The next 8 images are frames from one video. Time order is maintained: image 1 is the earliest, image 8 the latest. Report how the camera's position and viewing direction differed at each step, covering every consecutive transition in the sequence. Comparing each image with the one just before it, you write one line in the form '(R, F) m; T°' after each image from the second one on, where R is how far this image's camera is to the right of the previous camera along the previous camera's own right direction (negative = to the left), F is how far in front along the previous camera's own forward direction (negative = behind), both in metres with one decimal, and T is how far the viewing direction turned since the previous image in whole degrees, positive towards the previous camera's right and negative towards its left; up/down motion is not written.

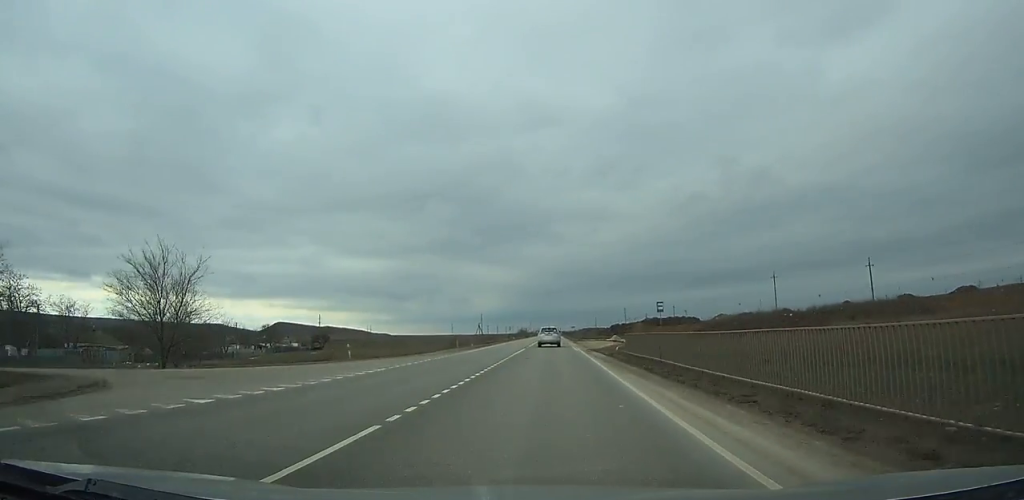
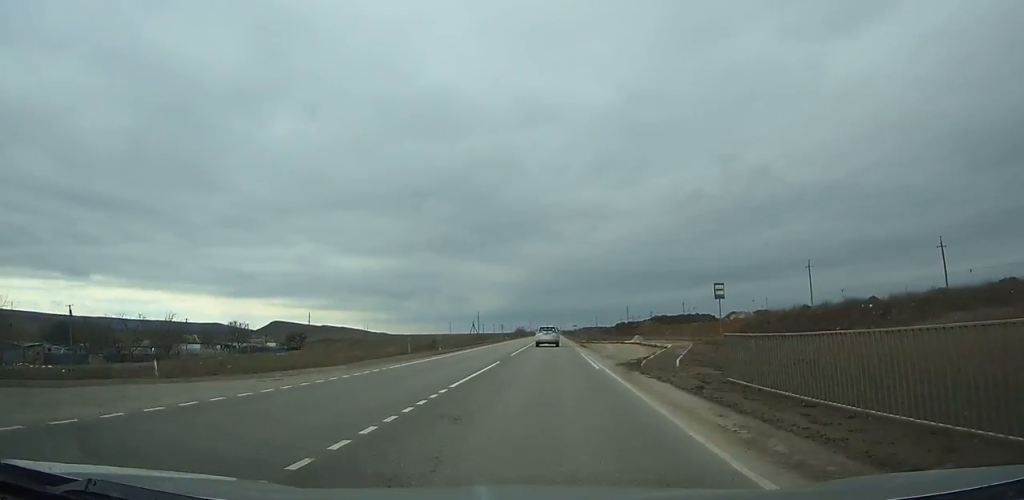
(0.0, +18.3) m; 0°
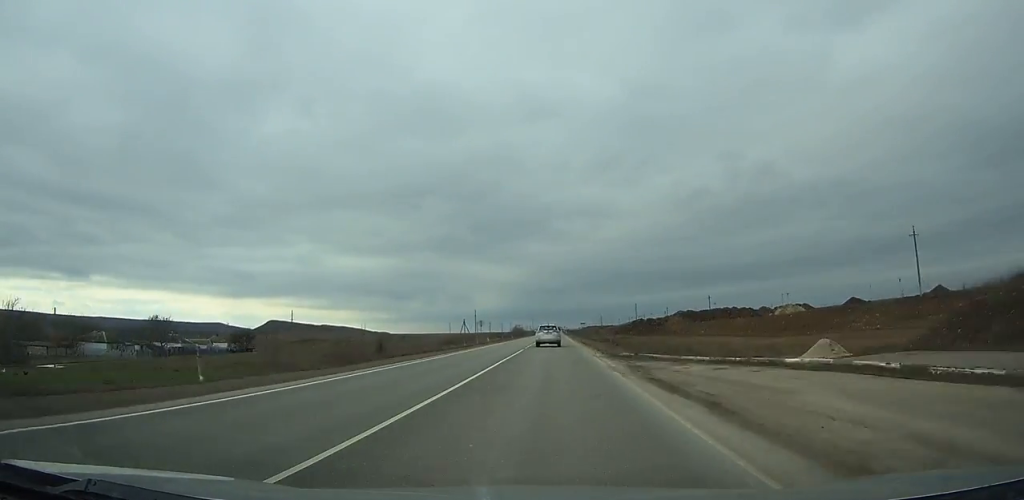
(0.0, +33.5) m; 0°
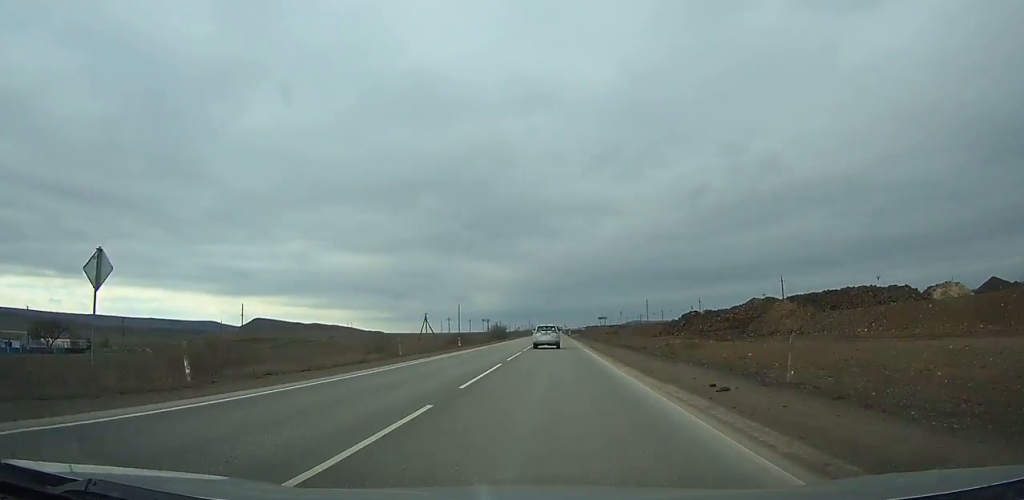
(-0.1, +62.9) m; 0°
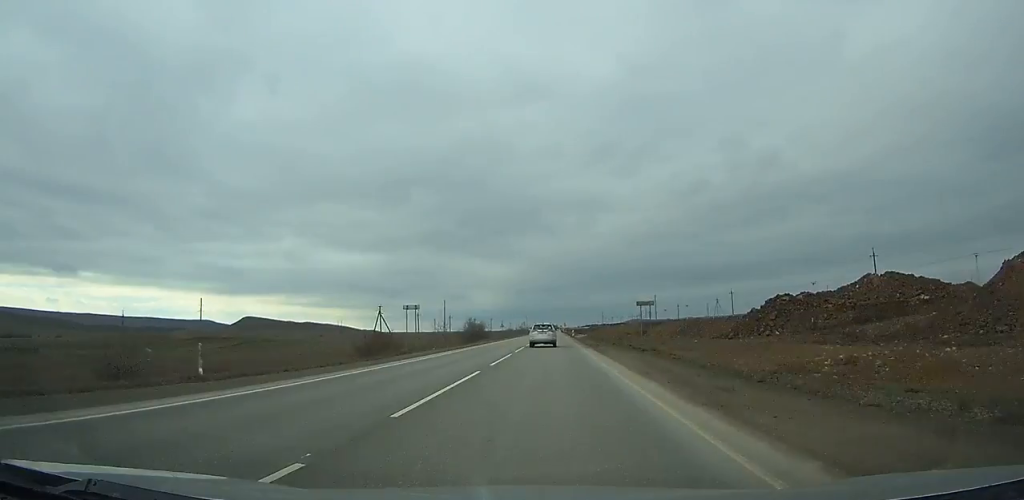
(-0.1, +40.1) m; 0°
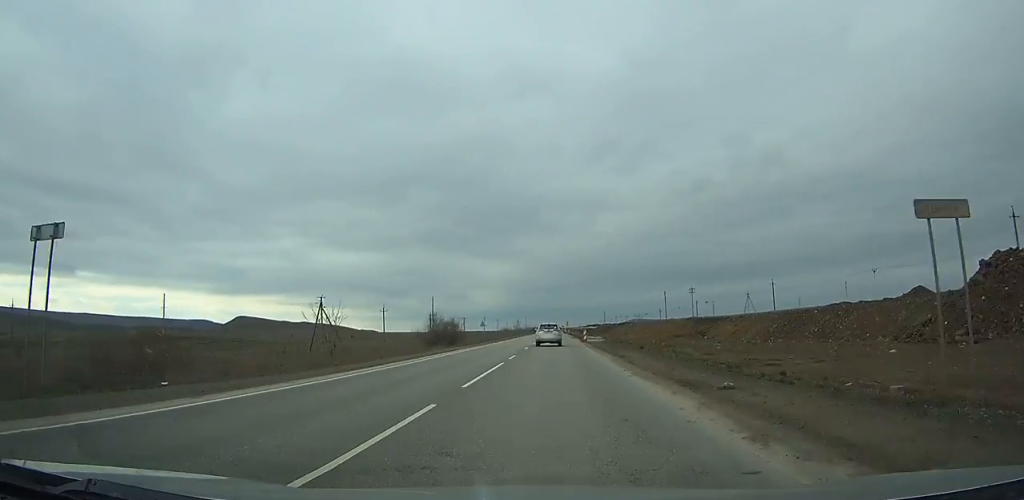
(-0.1, +31.7) m; 0°
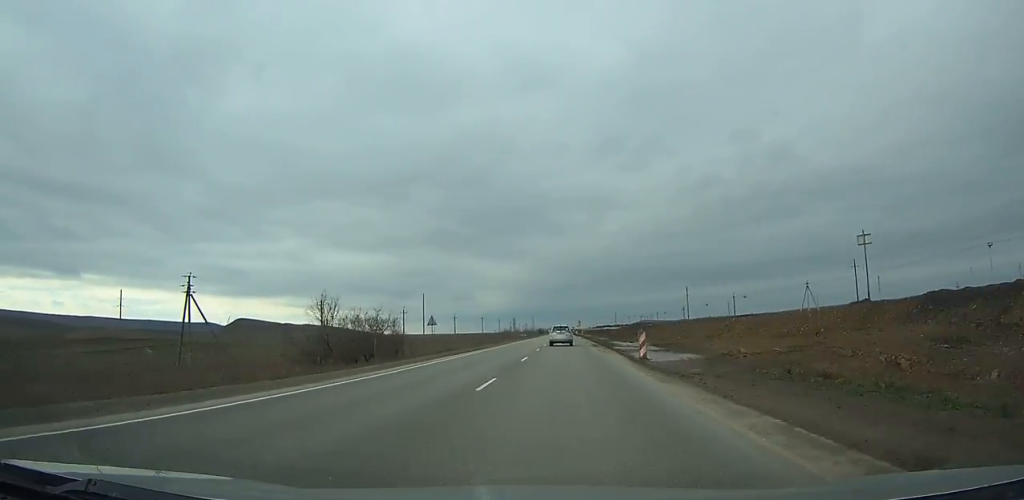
(+0.2, +36.9) m; 0°
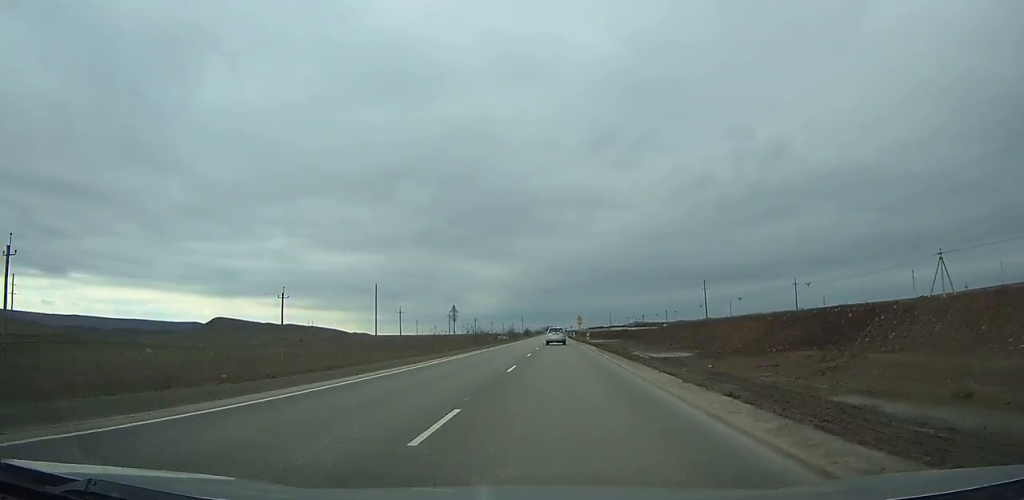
(+0.2, +54.9) m; +1°
